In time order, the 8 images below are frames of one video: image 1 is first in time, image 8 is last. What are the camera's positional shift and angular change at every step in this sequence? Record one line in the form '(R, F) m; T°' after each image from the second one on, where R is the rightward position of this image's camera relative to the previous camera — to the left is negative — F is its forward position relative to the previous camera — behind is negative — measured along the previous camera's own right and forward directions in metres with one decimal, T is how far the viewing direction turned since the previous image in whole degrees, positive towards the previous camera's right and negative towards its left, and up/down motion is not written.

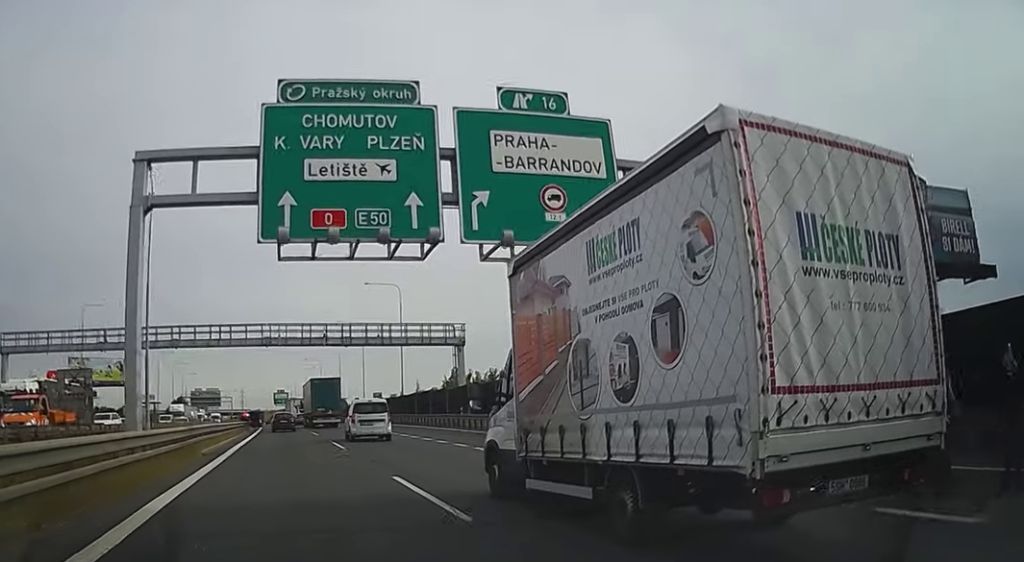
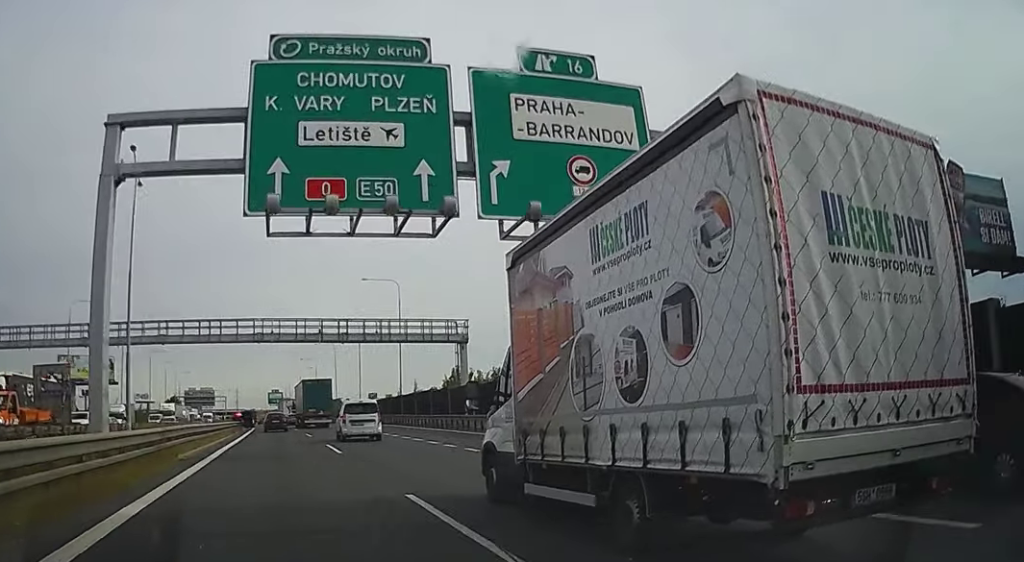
(+0.2, +3.5) m; +2°
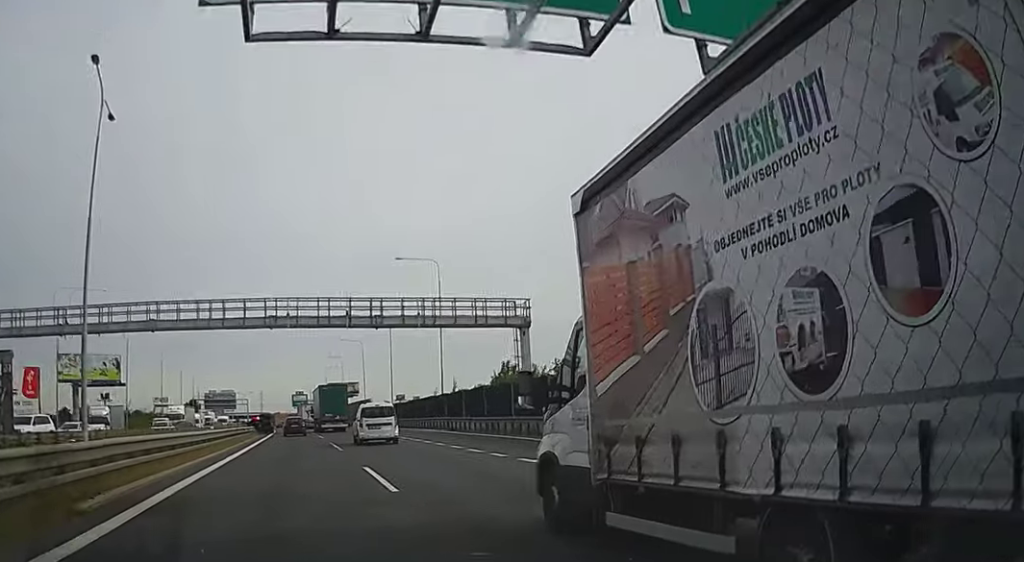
(+0.2, +9.4) m; +1°
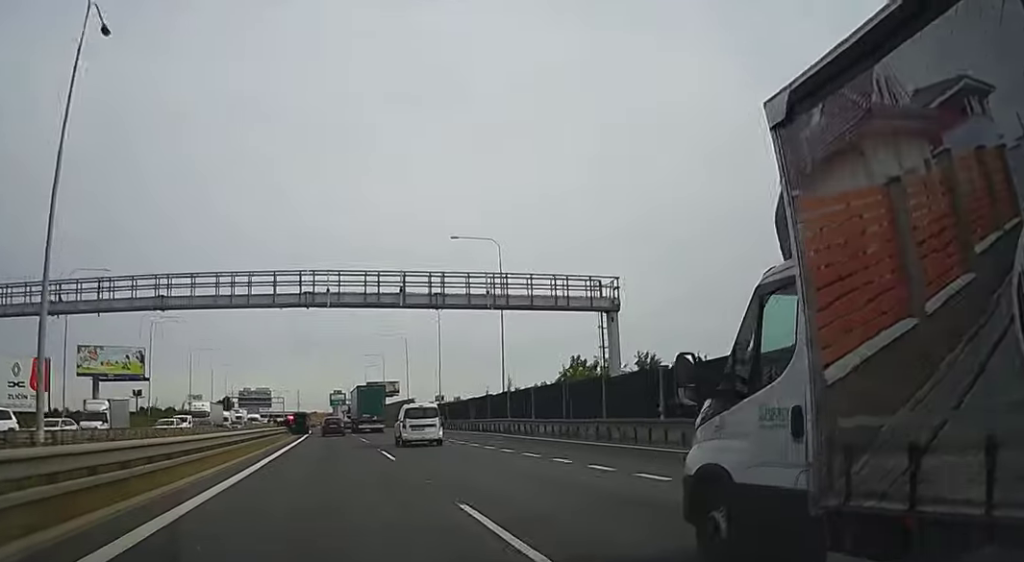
(0.0, +6.5) m; 0°
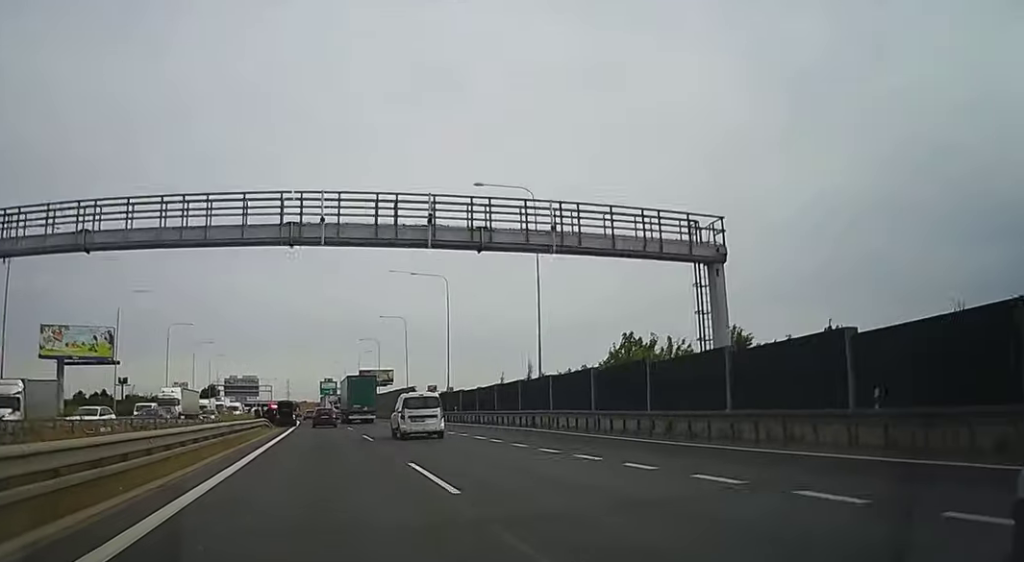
(0.0, +9.4) m; -3°
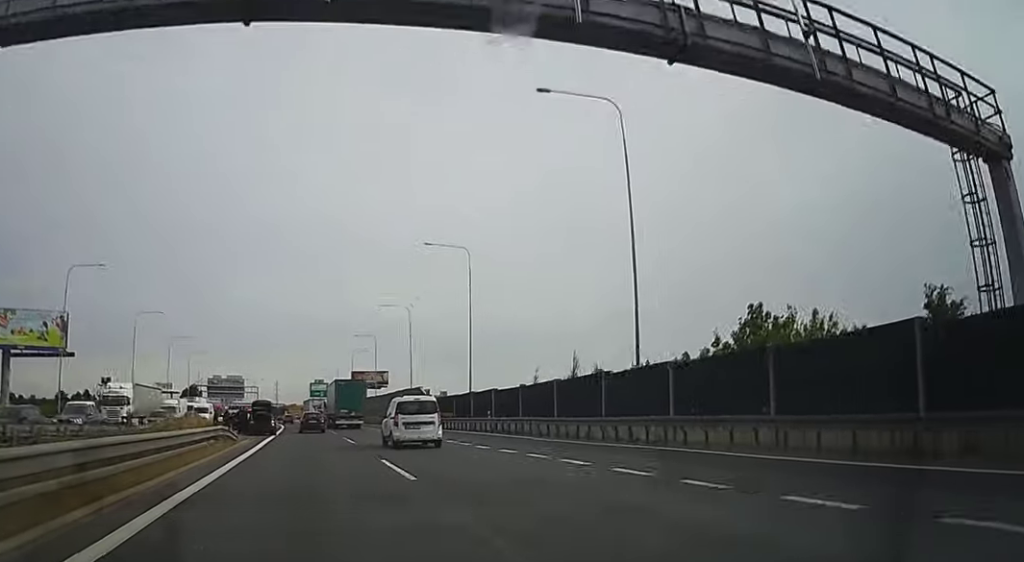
(-0.9, +14.3) m; -1°
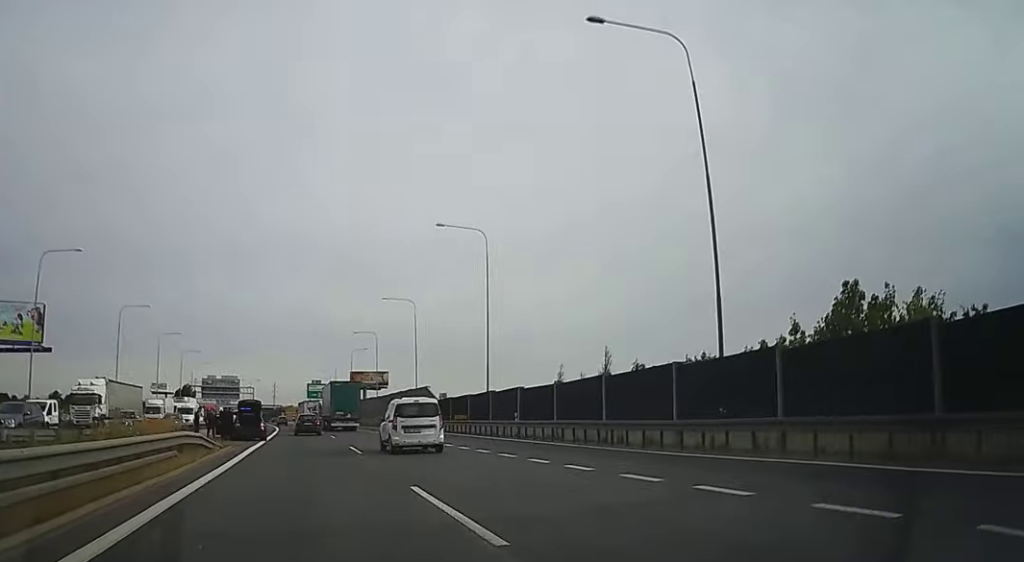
(+0.3, +6.6) m; 0°
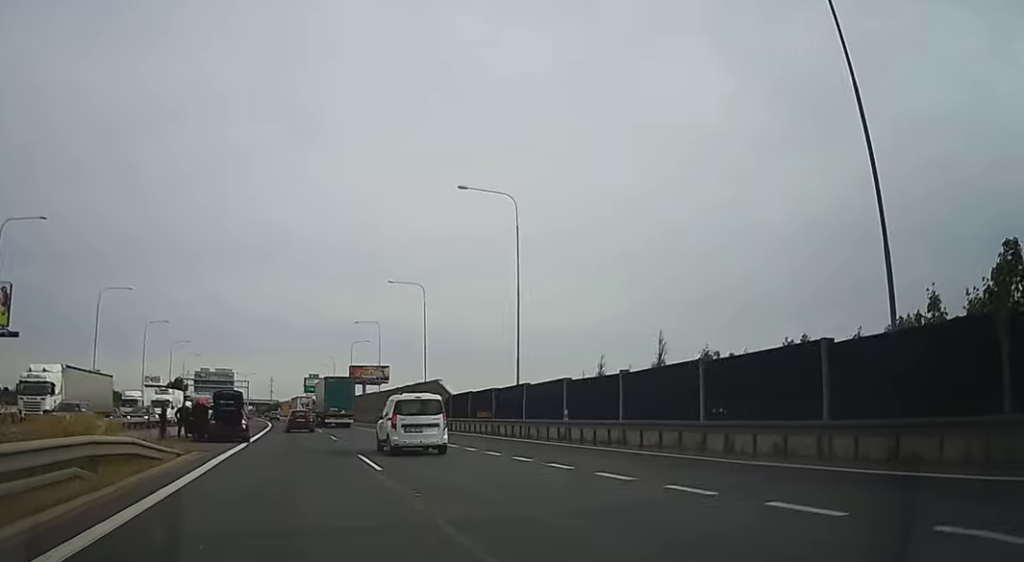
(+0.4, +7.8) m; 0°
